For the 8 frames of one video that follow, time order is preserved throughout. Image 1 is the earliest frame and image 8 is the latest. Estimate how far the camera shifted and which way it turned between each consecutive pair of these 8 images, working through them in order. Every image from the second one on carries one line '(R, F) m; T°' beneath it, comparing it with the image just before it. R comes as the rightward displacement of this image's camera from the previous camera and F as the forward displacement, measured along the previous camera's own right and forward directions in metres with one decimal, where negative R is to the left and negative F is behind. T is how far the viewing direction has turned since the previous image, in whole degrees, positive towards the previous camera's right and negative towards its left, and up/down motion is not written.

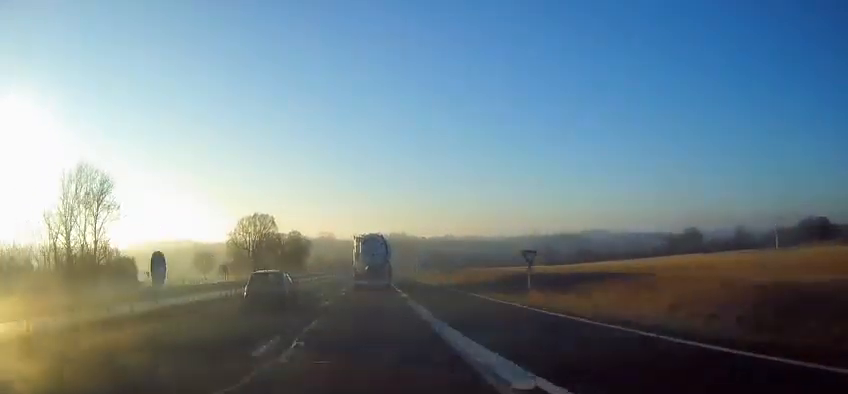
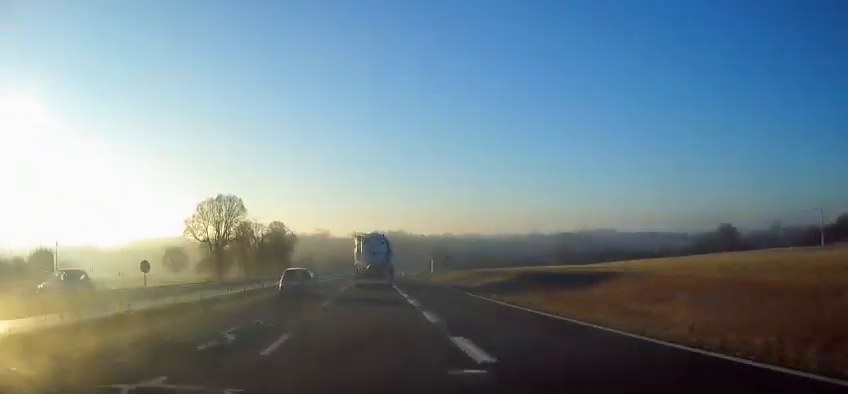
(0.0, +26.1) m; 0°
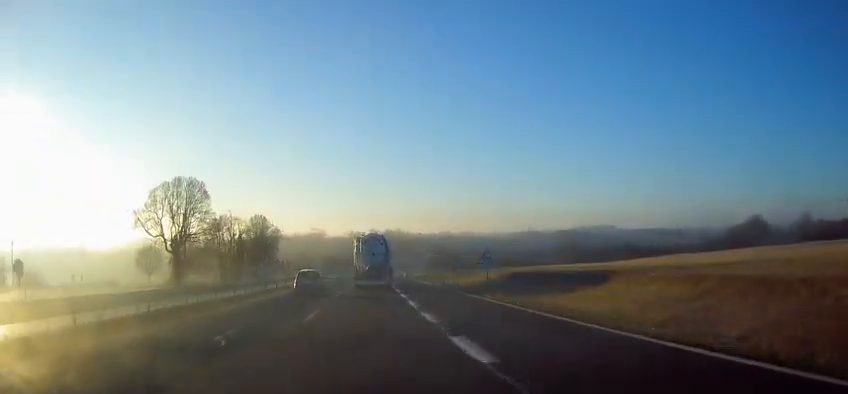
(0.0, +19.3) m; 0°
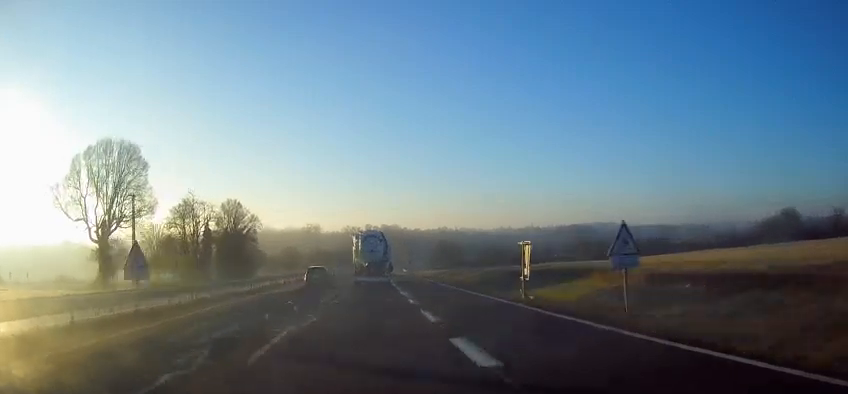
(0.0, +20.2) m; 0°
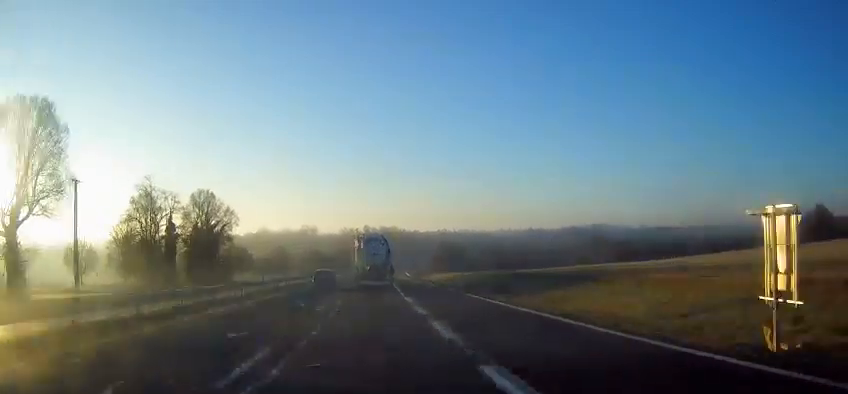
(-0.1, +16.0) m; +1°
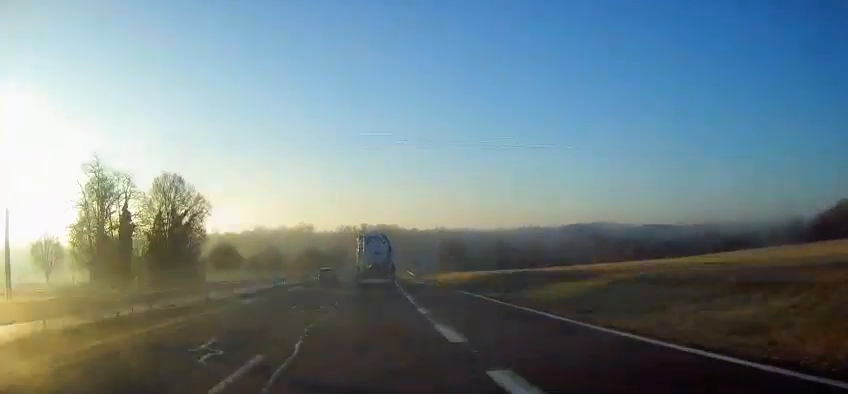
(+0.2, +13.4) m; 0°
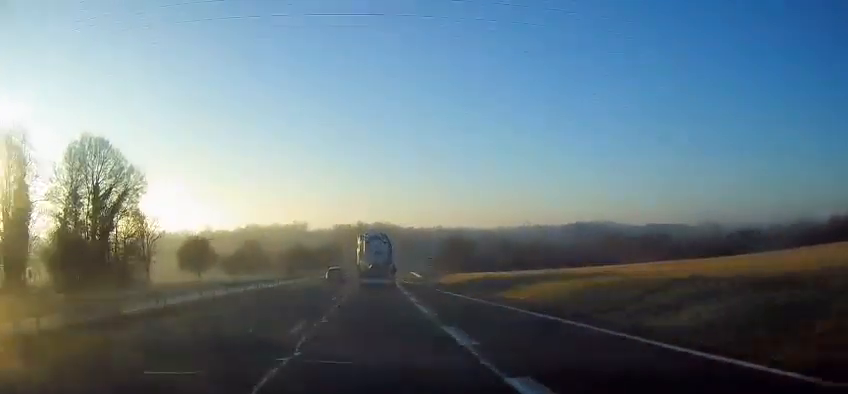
(+0.2, +20.1) m; 0°
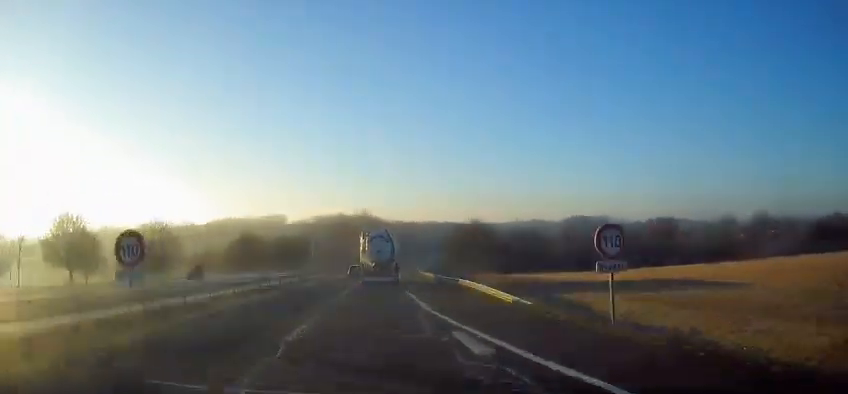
(0.0, +52.8) m; +1°
